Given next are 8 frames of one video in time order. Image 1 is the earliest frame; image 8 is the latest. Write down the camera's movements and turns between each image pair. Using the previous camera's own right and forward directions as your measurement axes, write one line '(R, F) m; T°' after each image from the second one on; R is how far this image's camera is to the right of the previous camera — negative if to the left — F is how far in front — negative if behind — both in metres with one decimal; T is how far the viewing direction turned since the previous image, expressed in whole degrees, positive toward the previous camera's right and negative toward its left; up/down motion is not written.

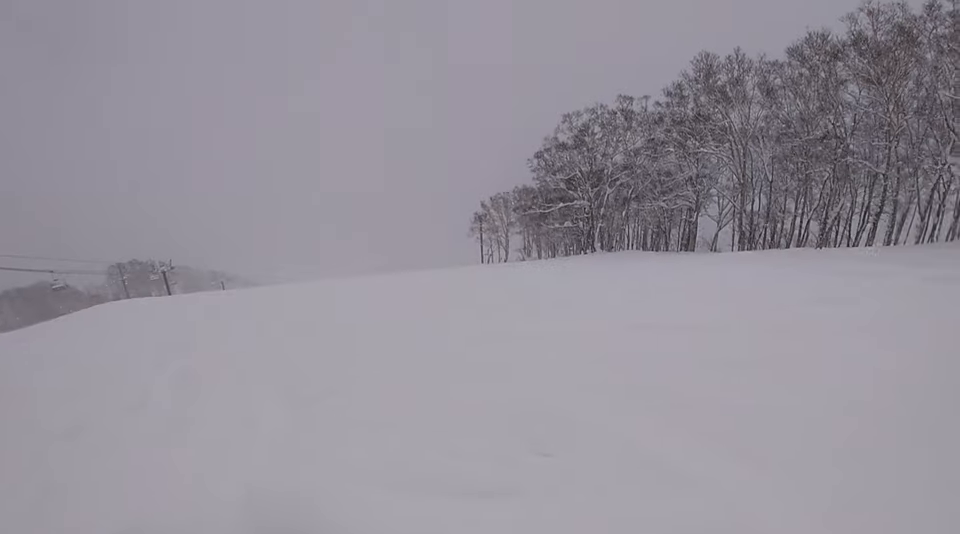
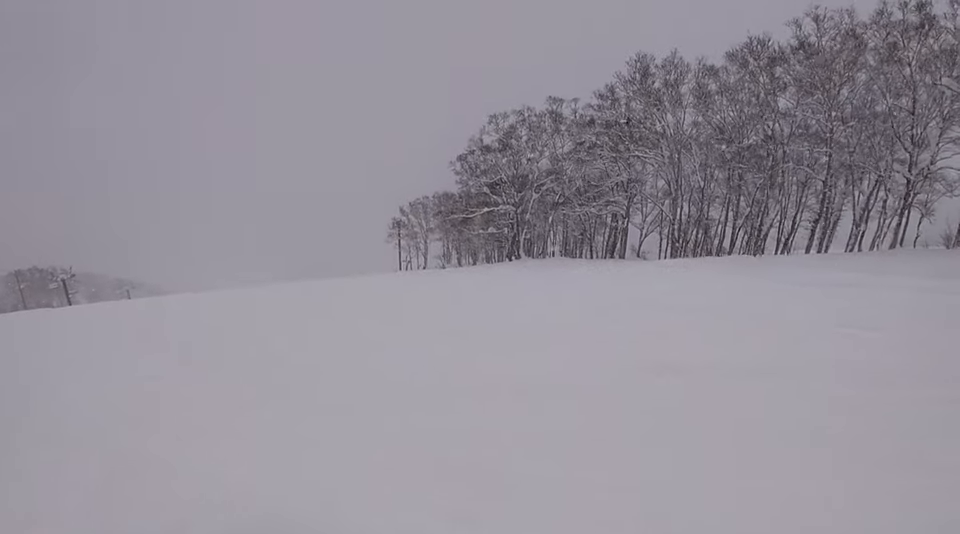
(+0.4, +2.6) m; +3°
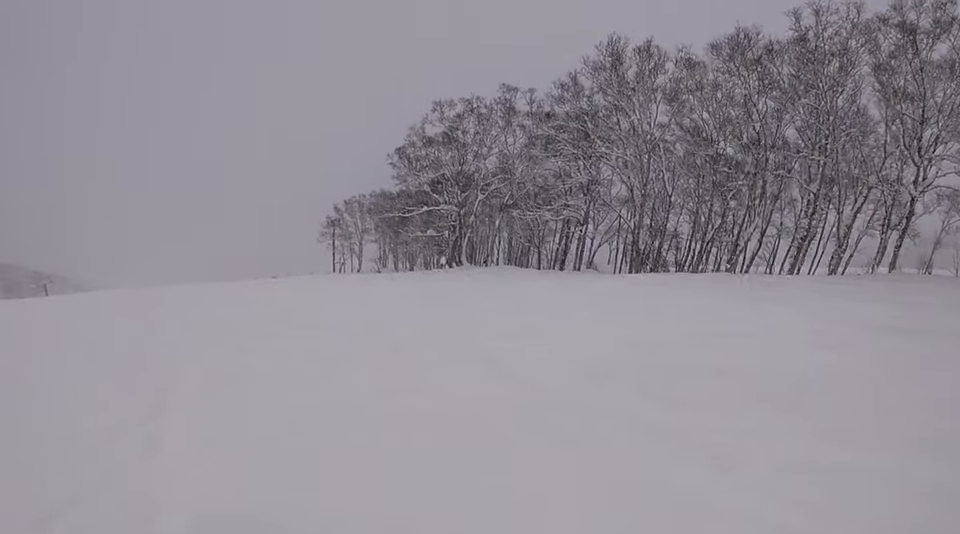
(-0.3, +5.4) m; -5°
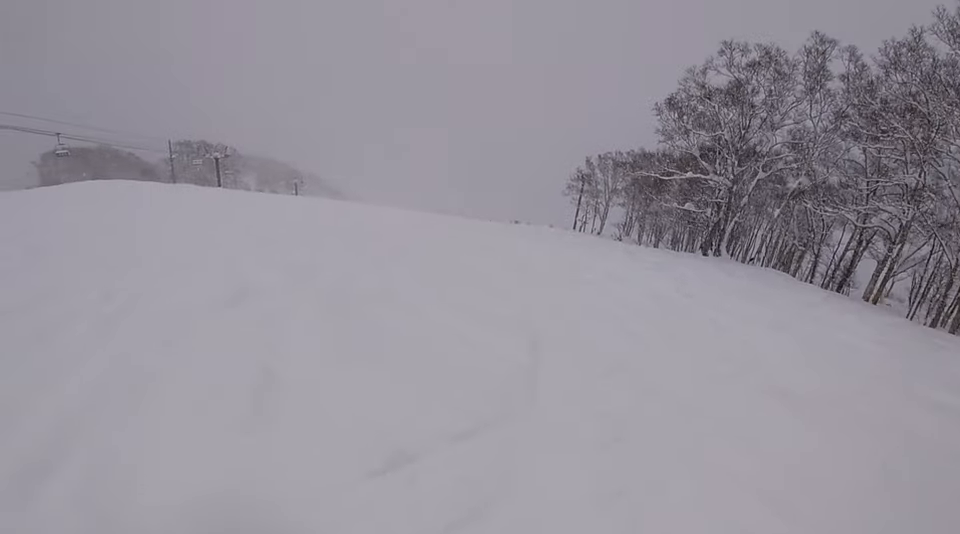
(-0.5, +6.7) m; -20°
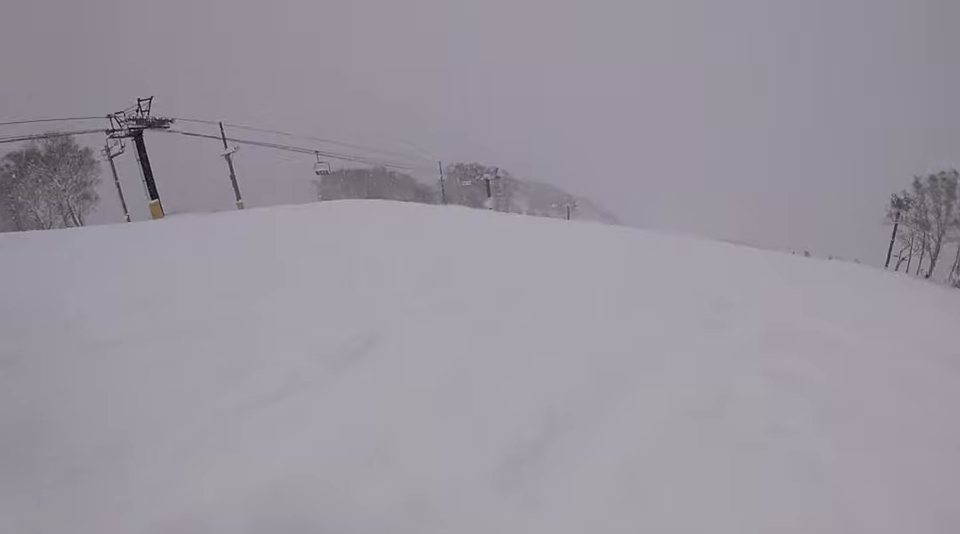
(-2.6, +10.1) m; -12°
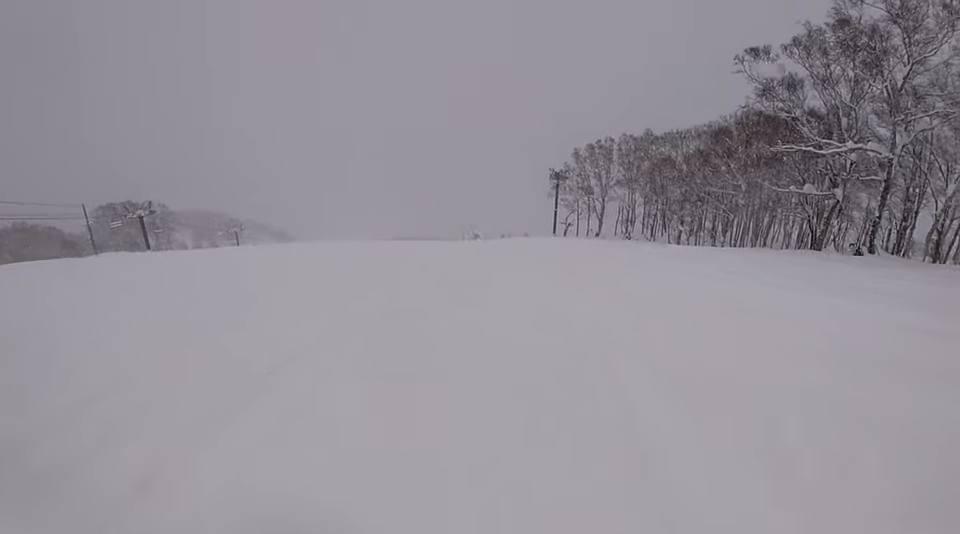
(+0.1, +4.8) m; +24°
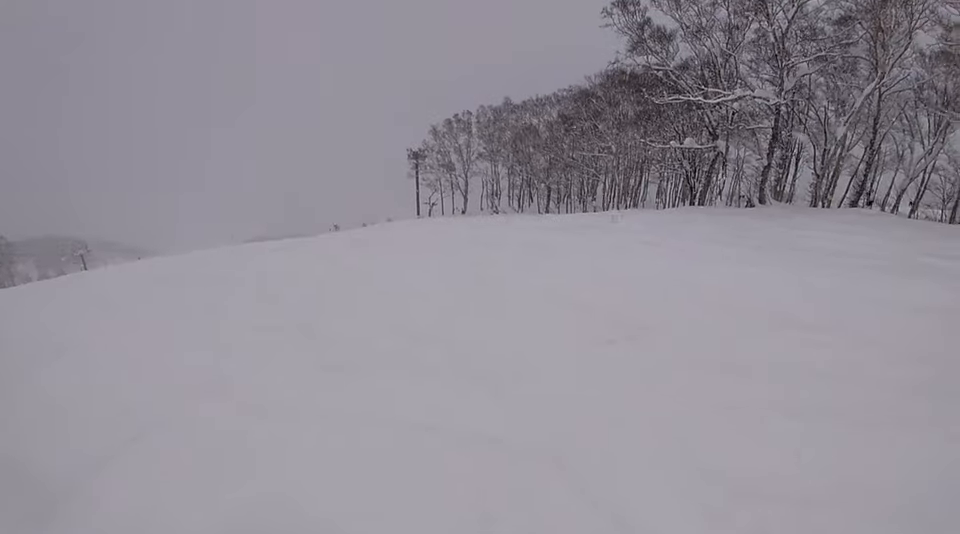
(+1.2, +2.8) m; +10°
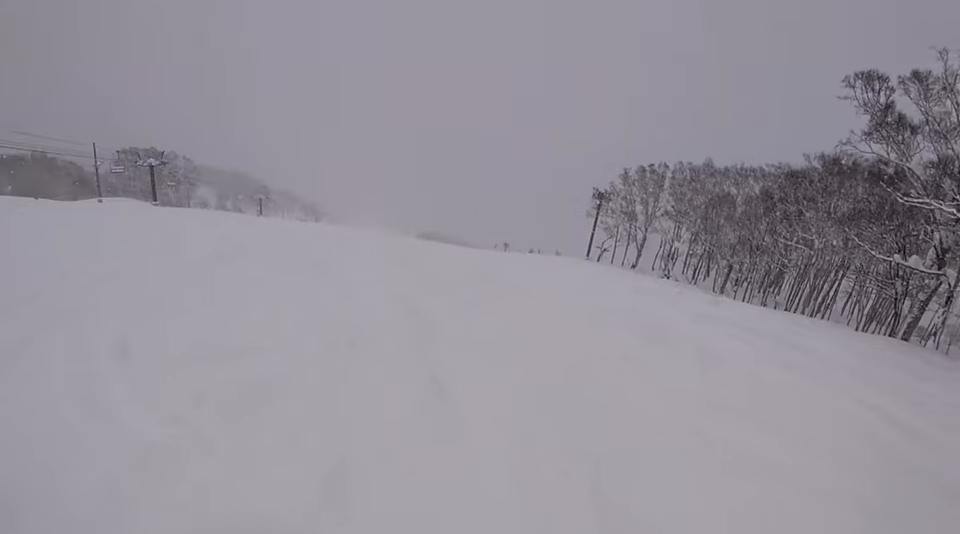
(+0.1, +4.1) m; -10°
